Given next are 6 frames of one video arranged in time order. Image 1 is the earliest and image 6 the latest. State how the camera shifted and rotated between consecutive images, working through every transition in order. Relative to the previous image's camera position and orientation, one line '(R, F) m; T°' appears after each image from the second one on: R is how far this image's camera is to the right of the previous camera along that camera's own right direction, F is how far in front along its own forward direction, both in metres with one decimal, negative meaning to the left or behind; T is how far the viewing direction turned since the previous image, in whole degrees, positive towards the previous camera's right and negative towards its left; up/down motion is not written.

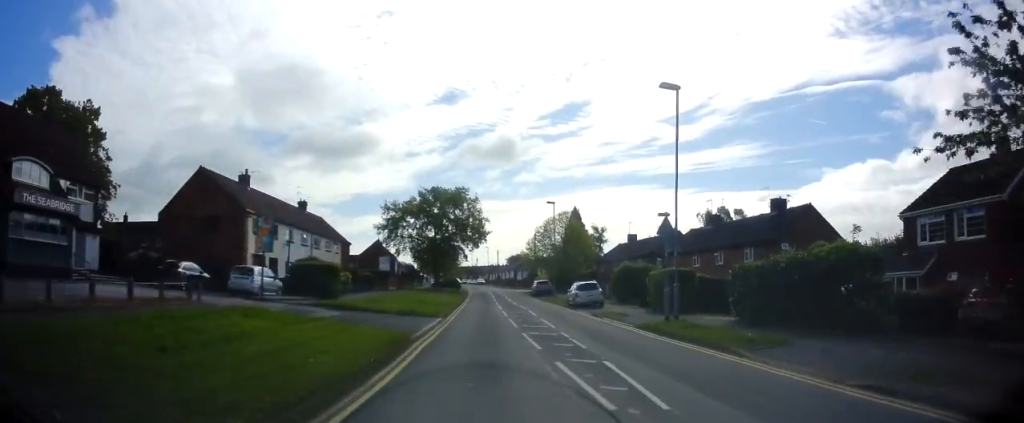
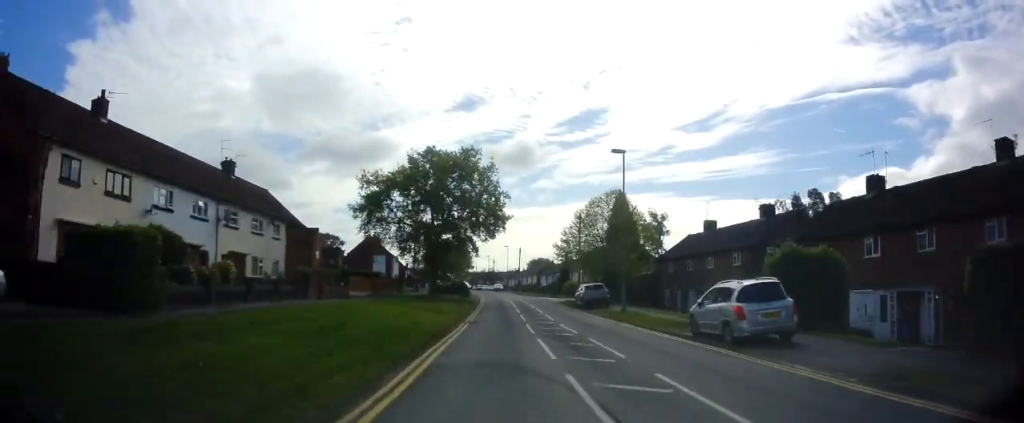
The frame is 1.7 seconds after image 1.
(0.0, +20.7) m; +2°
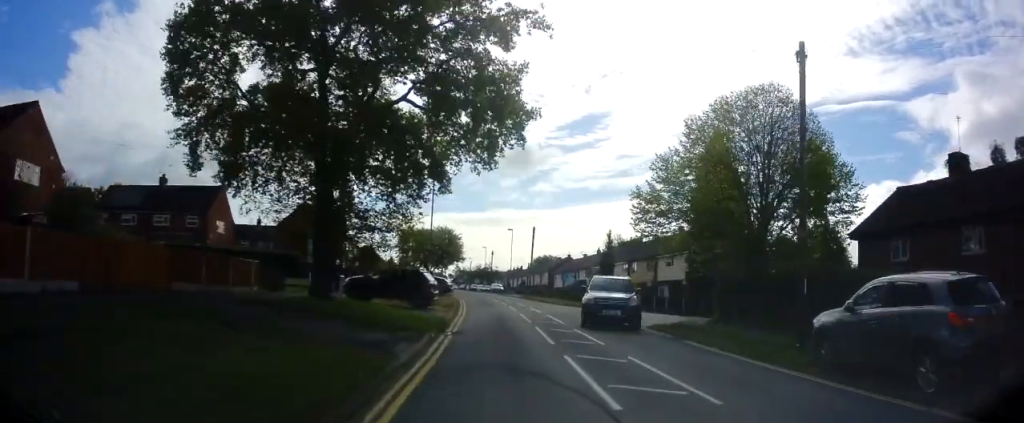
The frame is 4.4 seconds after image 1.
(0.0, +30.9) m; -2°
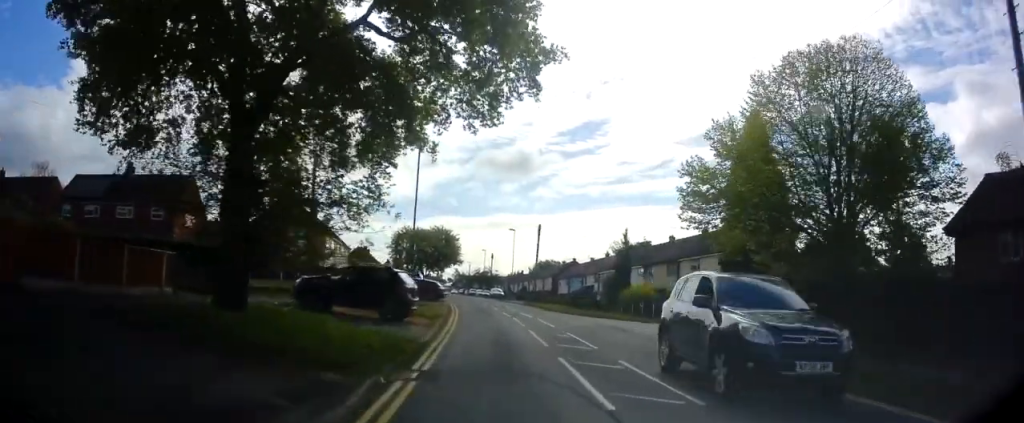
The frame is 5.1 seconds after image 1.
(0.0, +6.6) m; 0°
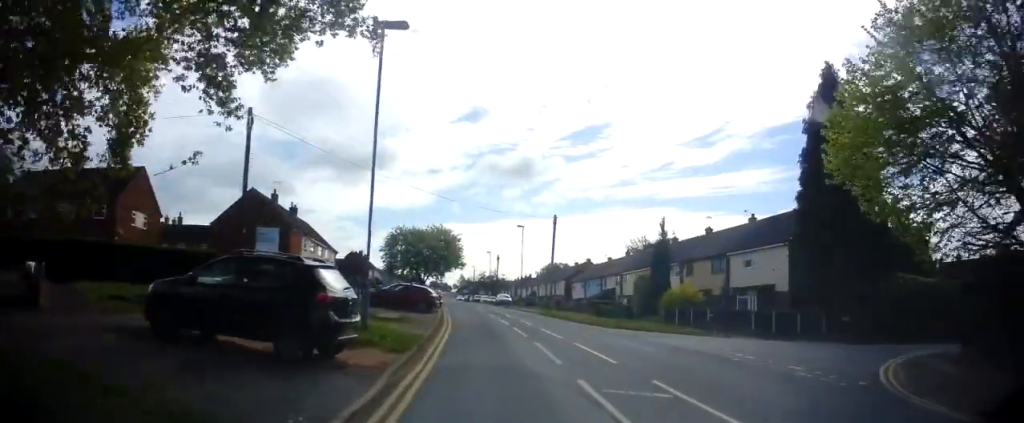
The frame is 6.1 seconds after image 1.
(0.0, +8.7) m; 0°
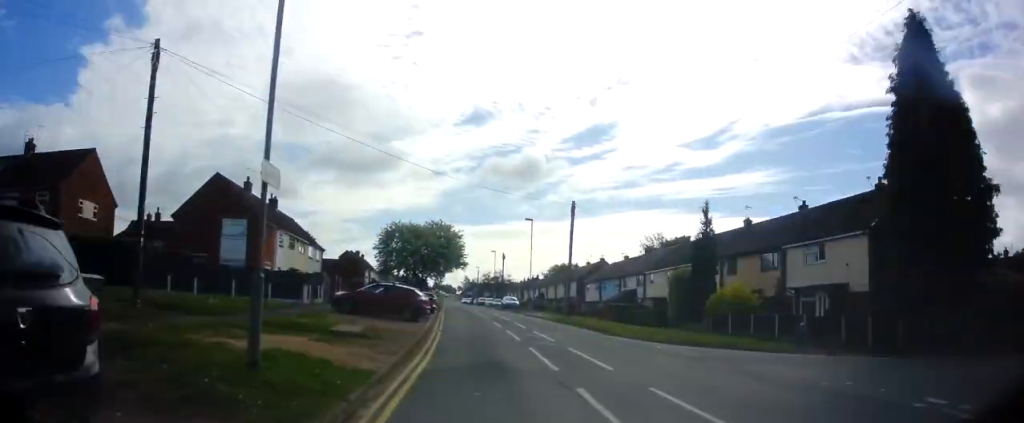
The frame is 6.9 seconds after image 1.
(0.0, +6.5) m; 0°
